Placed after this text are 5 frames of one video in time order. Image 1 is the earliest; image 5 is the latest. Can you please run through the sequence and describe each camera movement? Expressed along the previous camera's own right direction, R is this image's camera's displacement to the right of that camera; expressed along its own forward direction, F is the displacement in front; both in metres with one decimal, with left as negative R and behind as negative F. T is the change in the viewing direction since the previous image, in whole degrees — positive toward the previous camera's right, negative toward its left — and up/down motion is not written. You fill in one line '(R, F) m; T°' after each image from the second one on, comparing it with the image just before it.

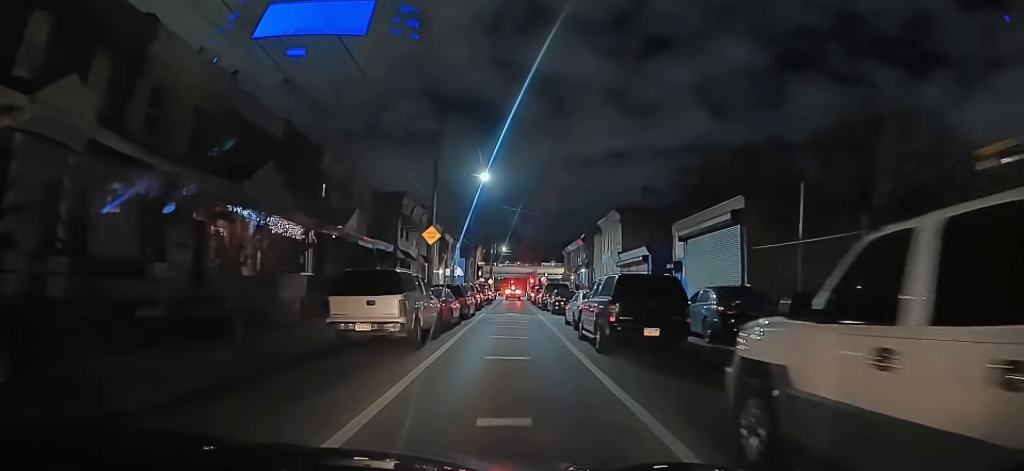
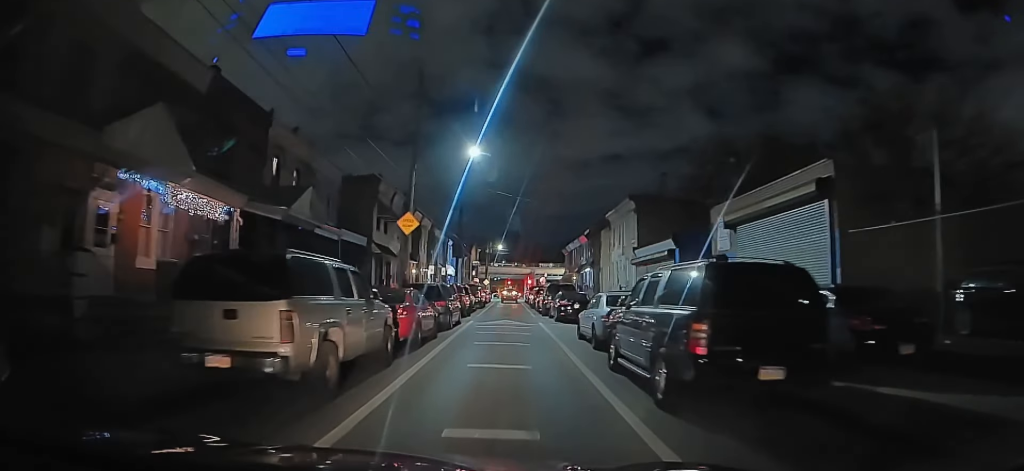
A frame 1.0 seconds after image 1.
(+0.1, +5.9) m; +1°
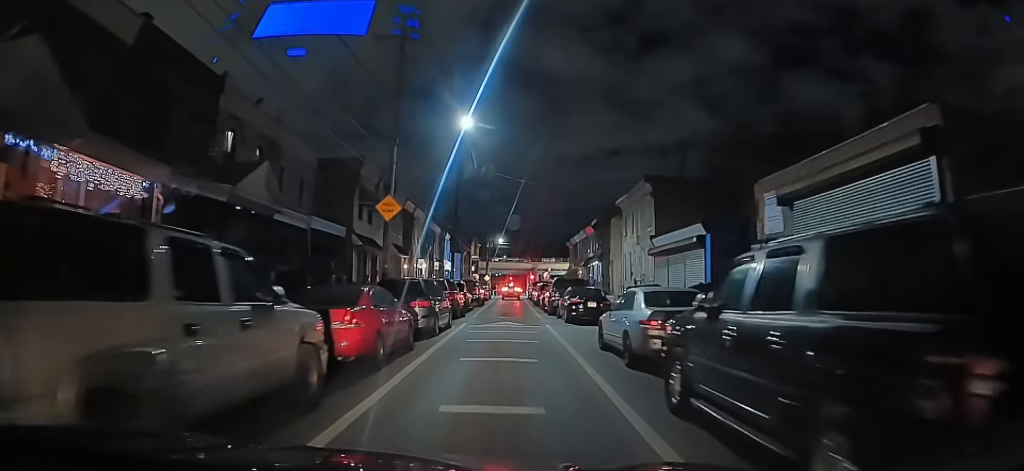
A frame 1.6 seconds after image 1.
(0.0, +3.9) m; 0°
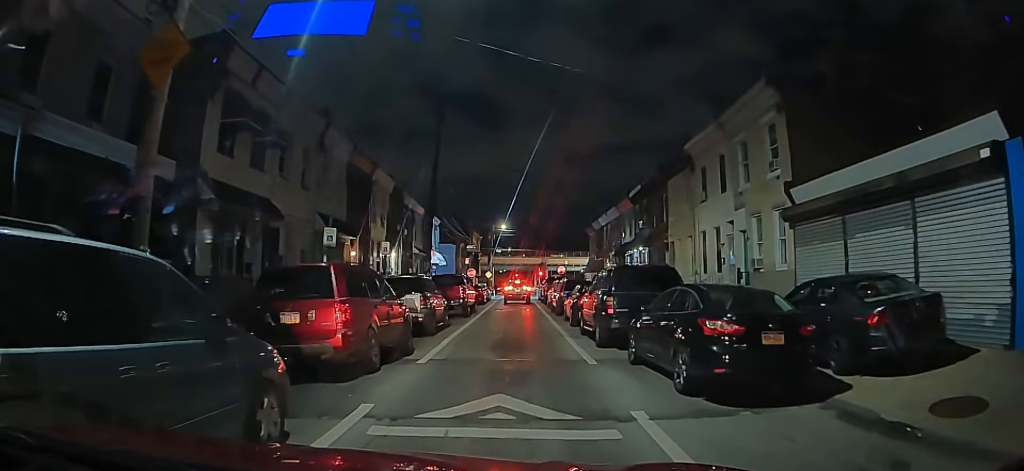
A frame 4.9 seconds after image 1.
(+0.3, +13.0) m; +2°
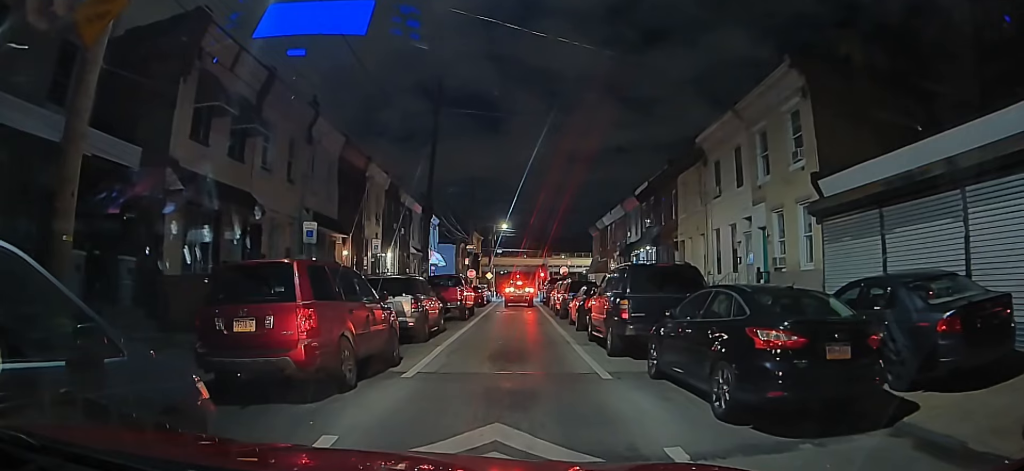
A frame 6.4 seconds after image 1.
(+0.1, +1.6) m; 0°
